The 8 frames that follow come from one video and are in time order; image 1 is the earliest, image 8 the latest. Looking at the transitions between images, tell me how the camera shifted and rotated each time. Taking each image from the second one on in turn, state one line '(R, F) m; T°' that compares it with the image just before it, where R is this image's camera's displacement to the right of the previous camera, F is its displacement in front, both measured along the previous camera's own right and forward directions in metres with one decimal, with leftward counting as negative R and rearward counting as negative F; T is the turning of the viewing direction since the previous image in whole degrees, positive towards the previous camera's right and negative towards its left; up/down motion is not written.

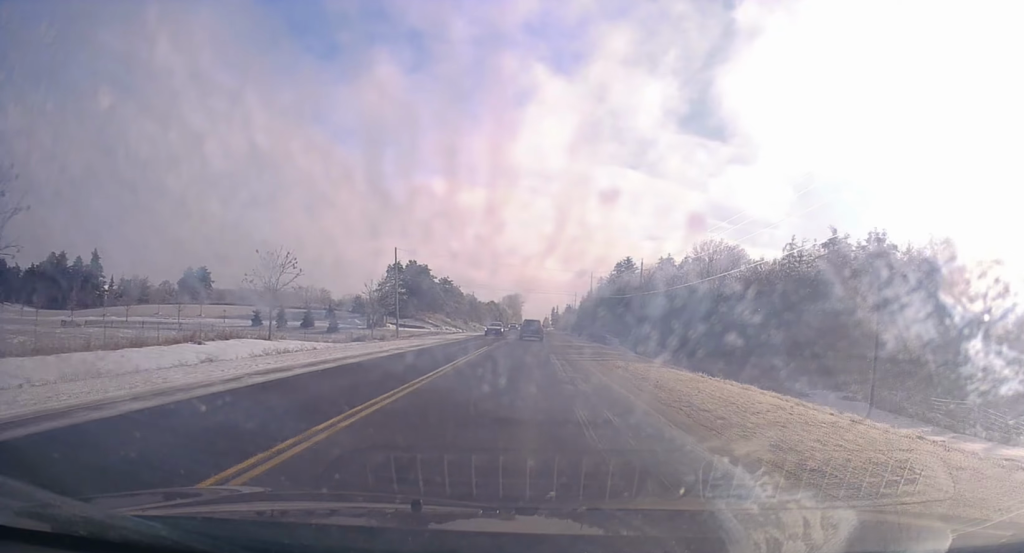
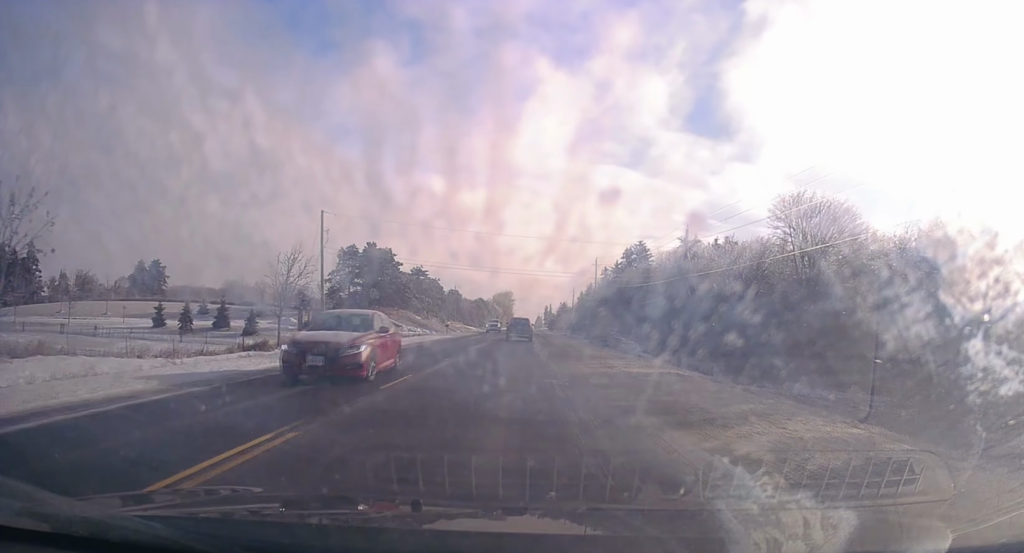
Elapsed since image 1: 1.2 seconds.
(+0.1, +28.2) m; -1°
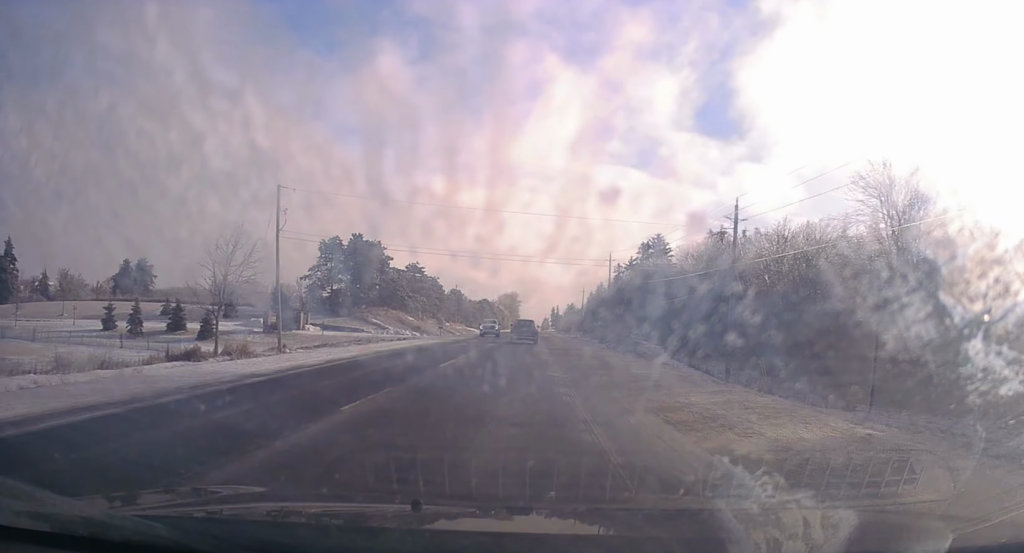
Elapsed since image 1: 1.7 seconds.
(-0.3, +11.3) m; 0°
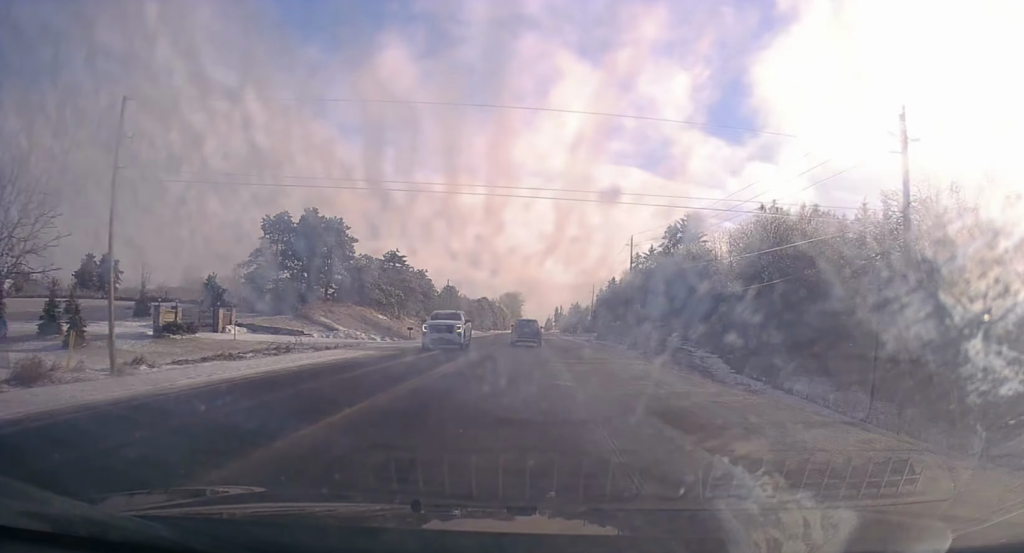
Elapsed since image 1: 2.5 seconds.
(+0.1, +20.9) m; +1°
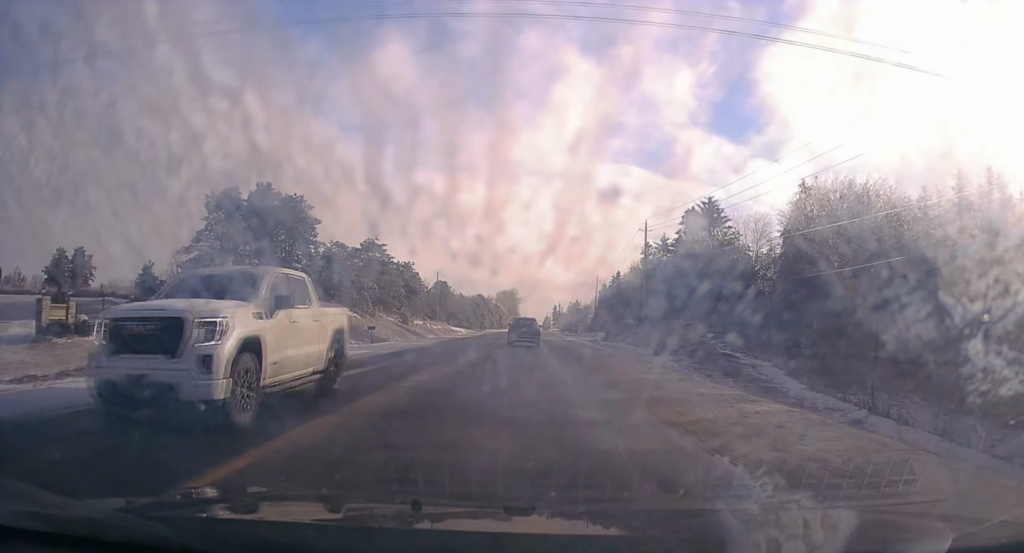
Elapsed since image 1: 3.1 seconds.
(+0.4, +12.1) m; +1°
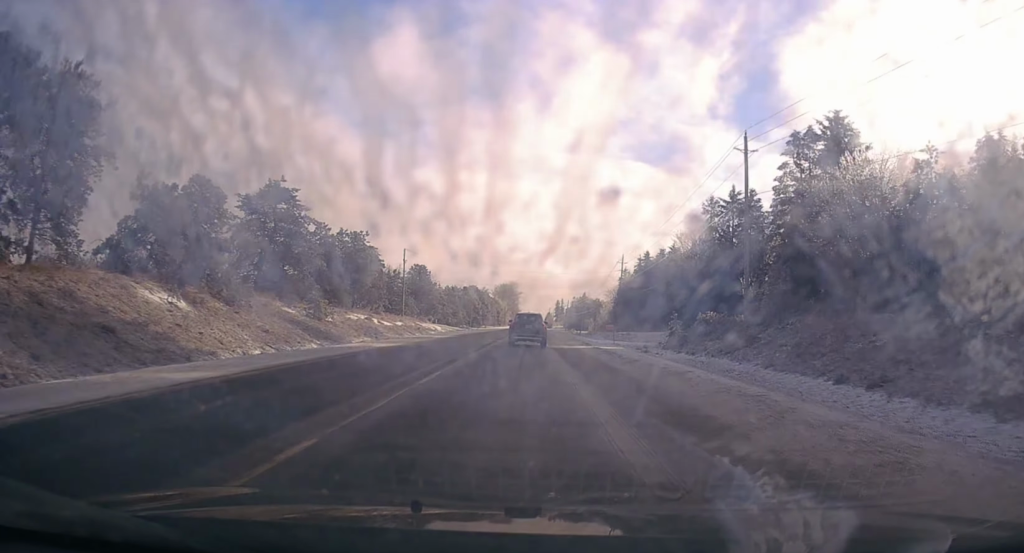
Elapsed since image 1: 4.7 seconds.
(-1.3, +37.0) m; -3°
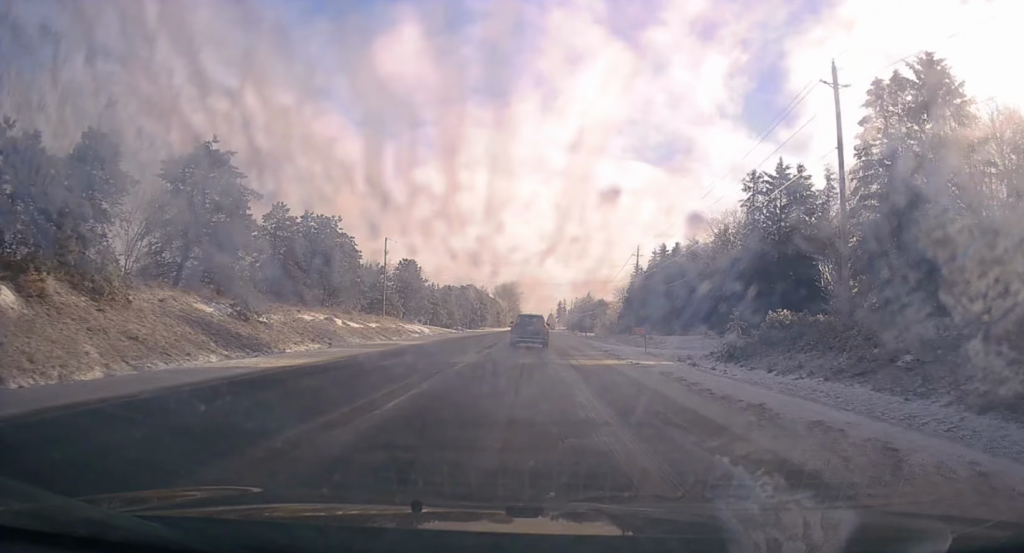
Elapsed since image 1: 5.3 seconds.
(-0.4, +13.8) m; 0°
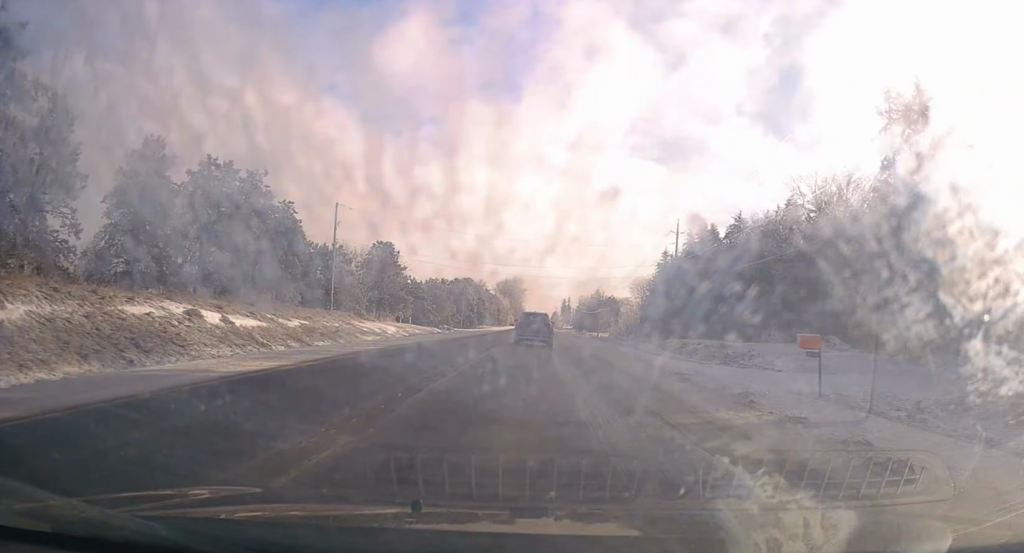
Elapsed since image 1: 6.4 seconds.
(+0.8, +22.1) m; +2°
